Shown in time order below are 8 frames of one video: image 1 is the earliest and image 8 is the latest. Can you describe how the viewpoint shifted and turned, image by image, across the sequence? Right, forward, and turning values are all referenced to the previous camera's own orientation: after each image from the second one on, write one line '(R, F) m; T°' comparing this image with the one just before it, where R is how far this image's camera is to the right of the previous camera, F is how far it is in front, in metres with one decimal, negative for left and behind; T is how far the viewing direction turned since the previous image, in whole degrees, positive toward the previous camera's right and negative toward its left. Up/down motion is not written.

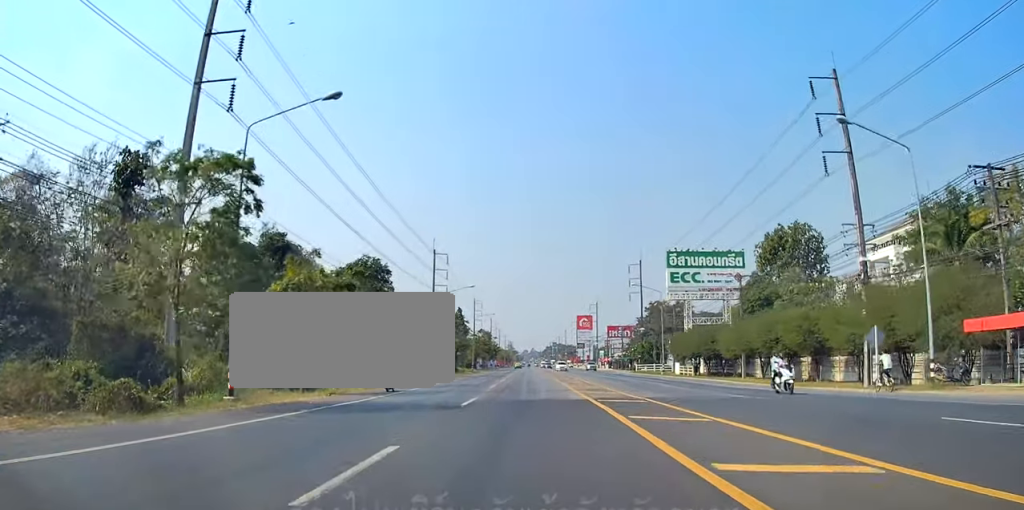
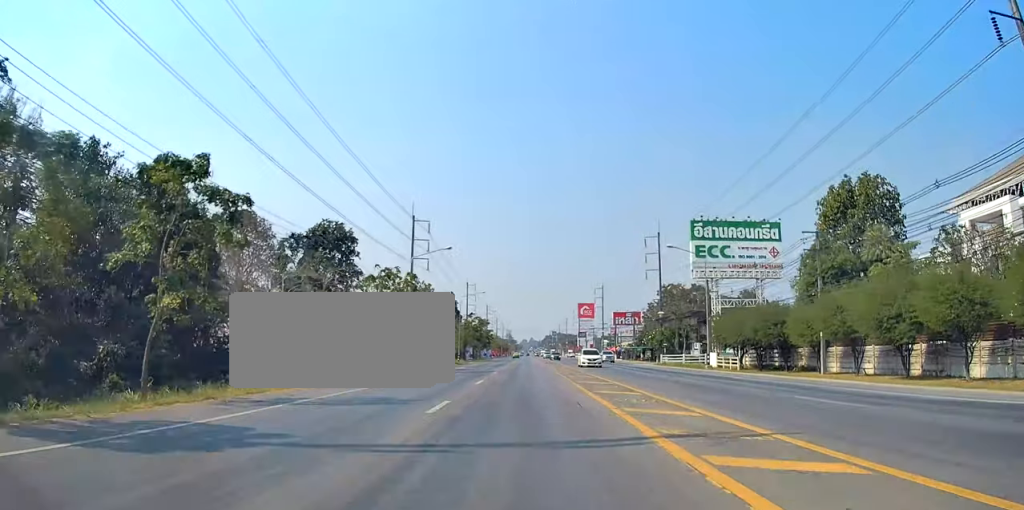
(+0.2, +19.2) m; 0°
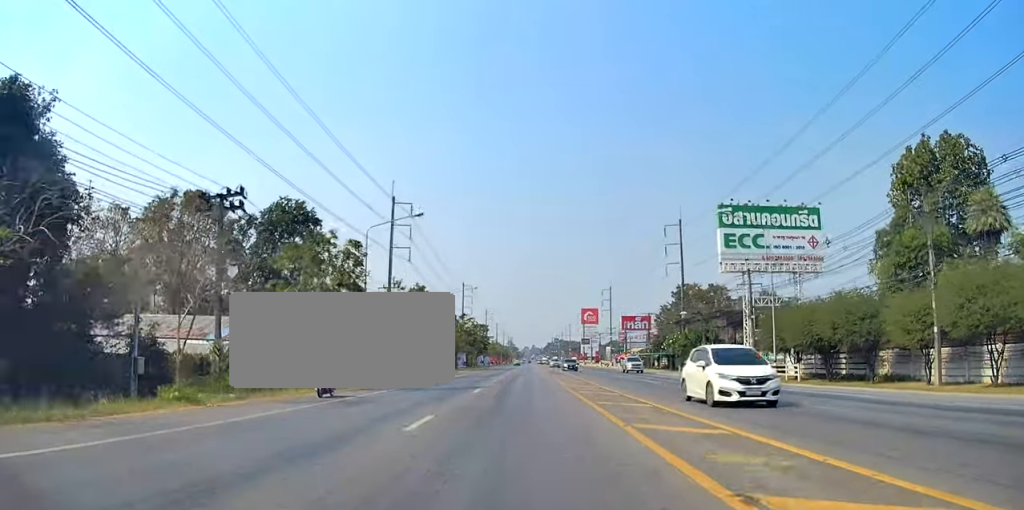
(-0.1, +12.7) m; -1°
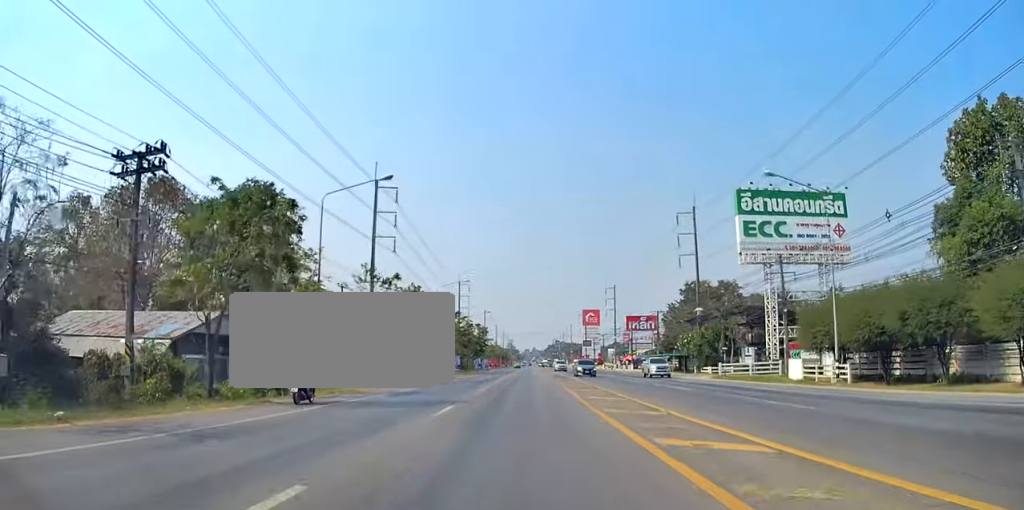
(-0.1, +7.4) m; 0°
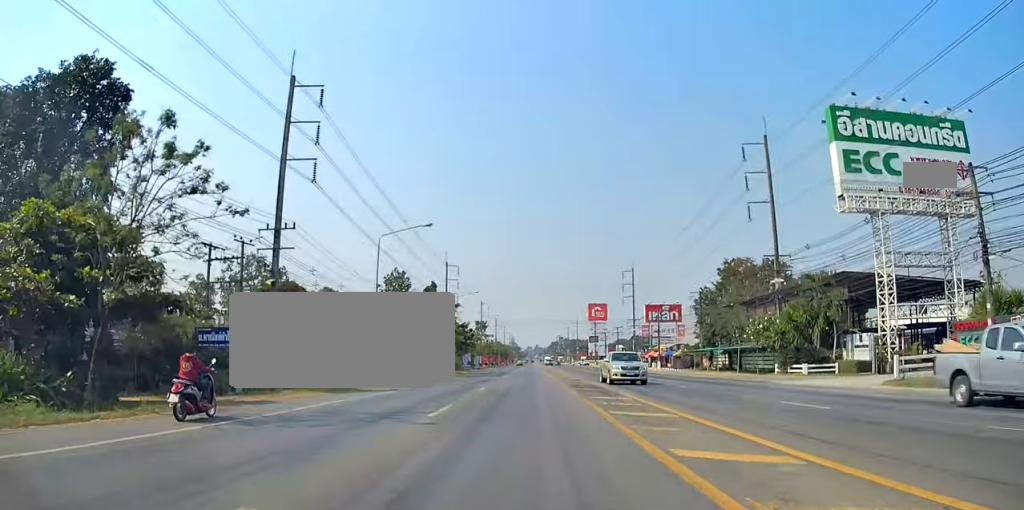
(+0.1, +25.6) m; +1°
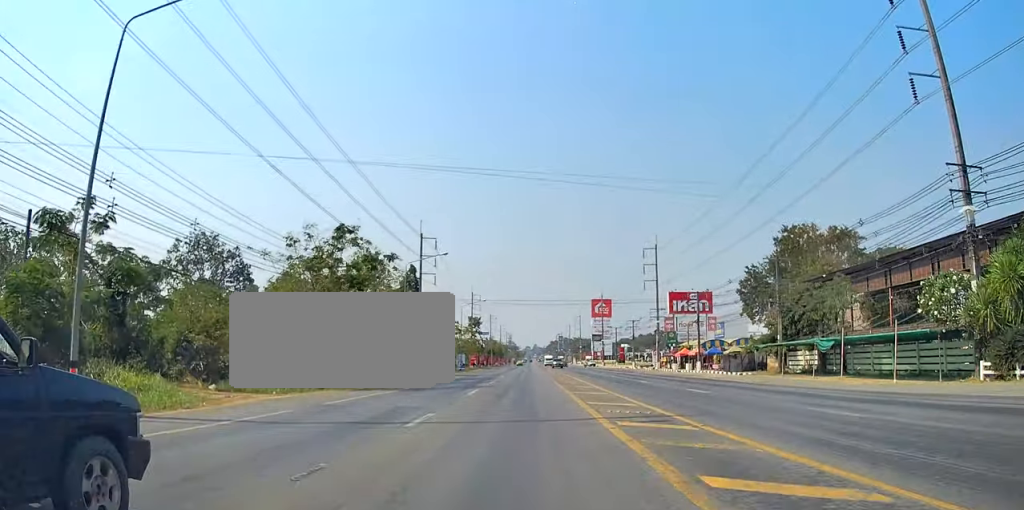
(+0.2, +23.1) m; 0°
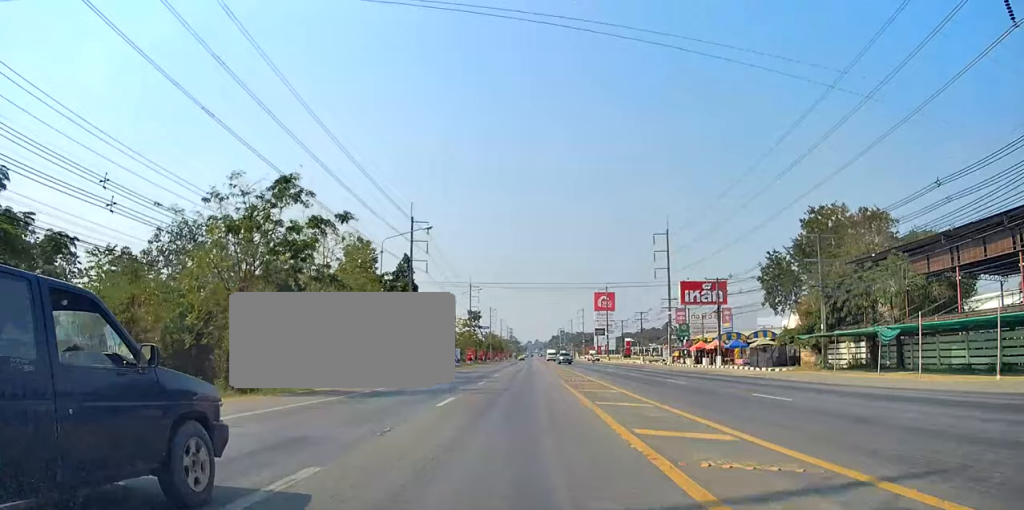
(+0.1, +7.7) m; 0°
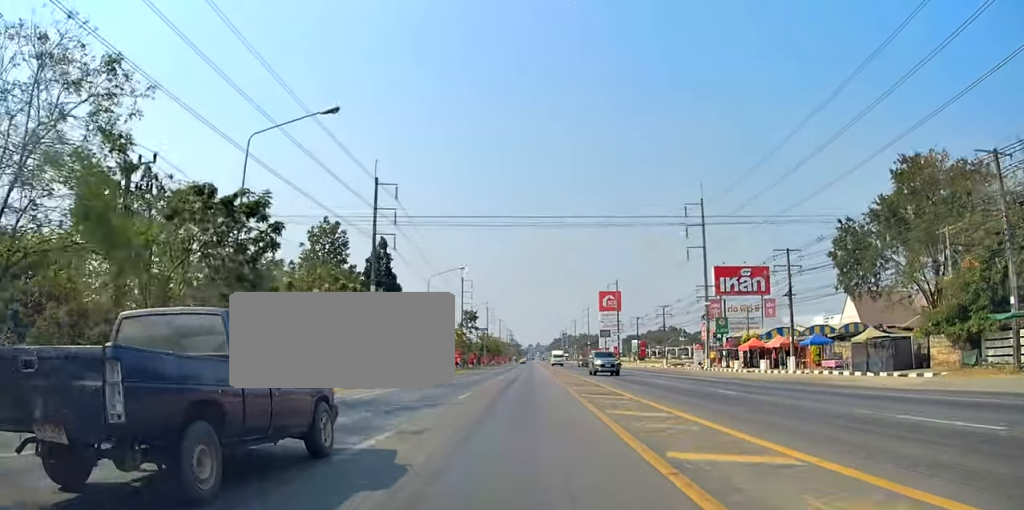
(-0.3, +20.3) m; -1°
